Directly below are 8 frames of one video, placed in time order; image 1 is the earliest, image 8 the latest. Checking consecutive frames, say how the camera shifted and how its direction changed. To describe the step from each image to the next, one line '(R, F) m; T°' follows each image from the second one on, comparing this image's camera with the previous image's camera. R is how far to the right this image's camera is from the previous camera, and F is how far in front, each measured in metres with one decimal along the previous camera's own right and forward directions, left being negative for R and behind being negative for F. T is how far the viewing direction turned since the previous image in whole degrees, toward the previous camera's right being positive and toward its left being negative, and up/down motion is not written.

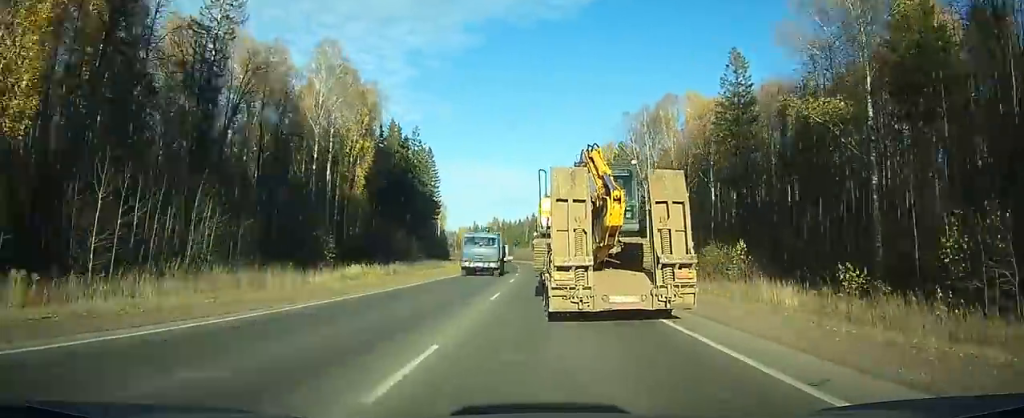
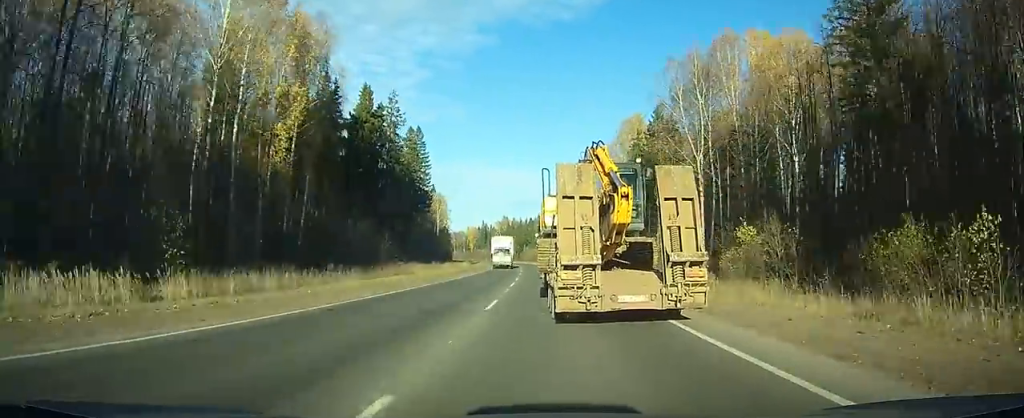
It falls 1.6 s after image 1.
(-0.3, +26.4) m; -2°
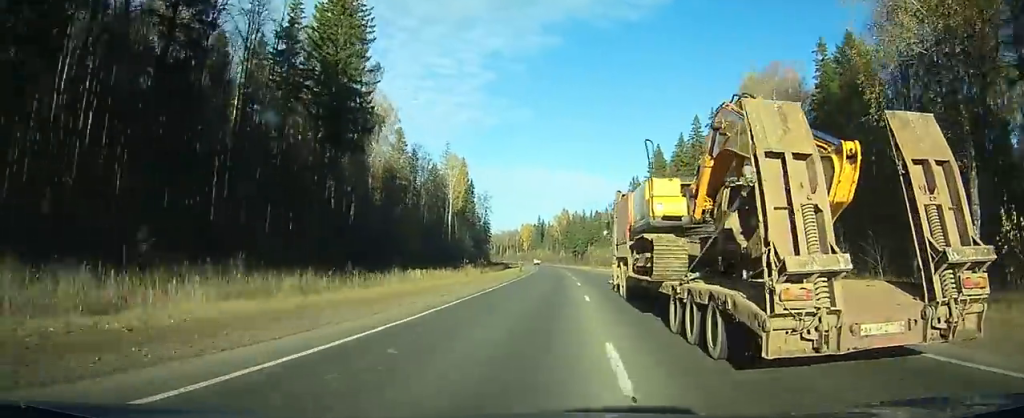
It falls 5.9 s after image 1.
(-3.4, +76.6) m; -5°
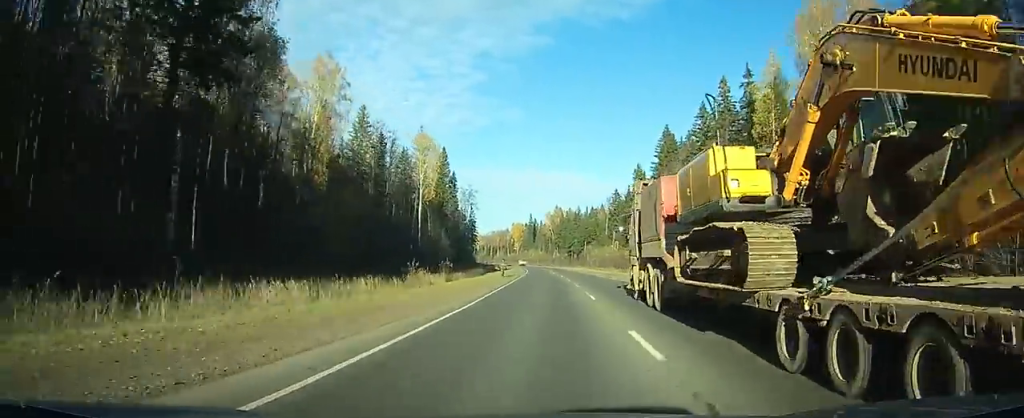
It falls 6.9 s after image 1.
(-0.2, +22.1) m; -1°
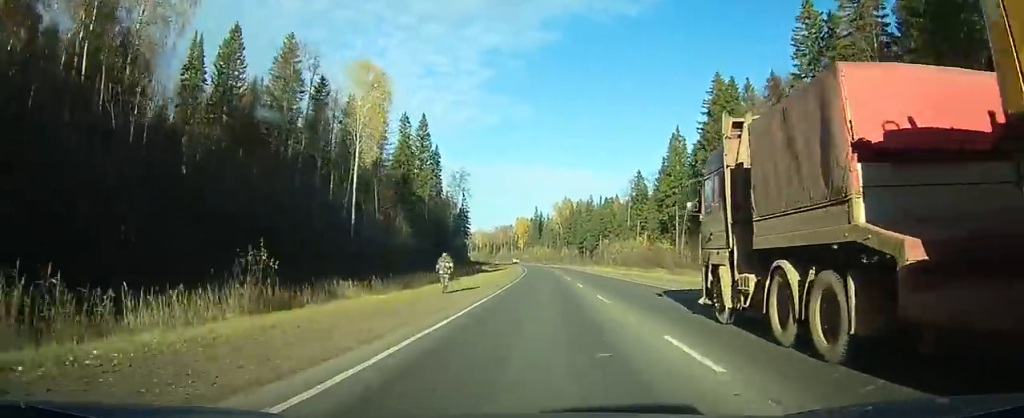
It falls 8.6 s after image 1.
(-0.1, +36.3) m; -1°
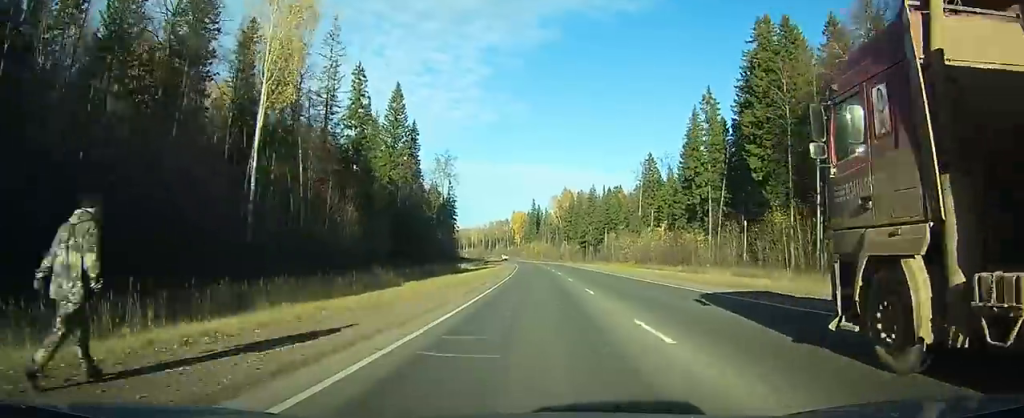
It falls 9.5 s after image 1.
(-0.1, +20.6) m; 0°
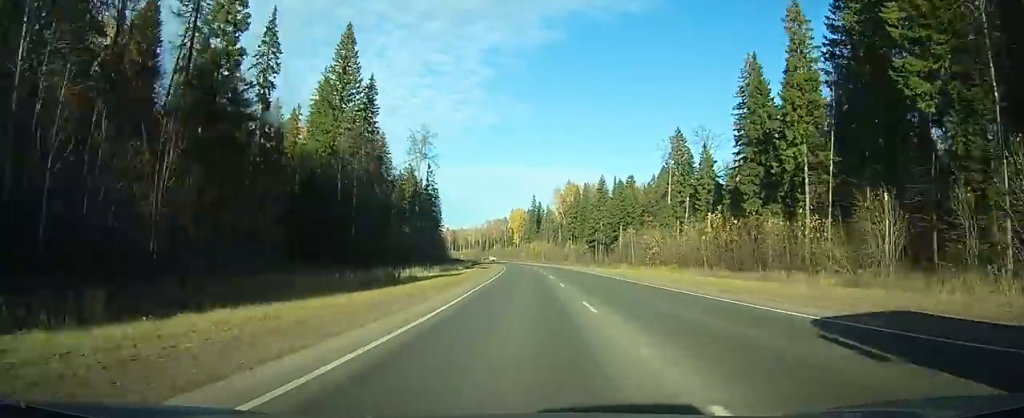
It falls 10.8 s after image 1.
(-0.1, +27.9) m; 0°
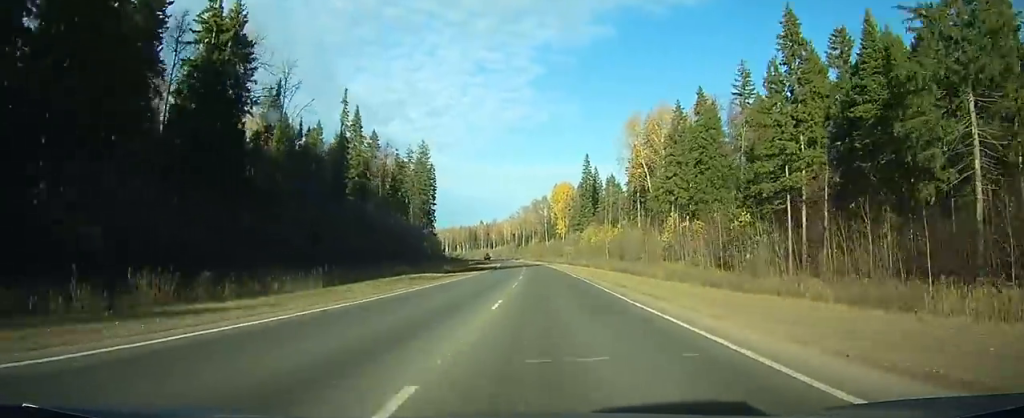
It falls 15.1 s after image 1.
(-1.2, +91.8) m; -3°
